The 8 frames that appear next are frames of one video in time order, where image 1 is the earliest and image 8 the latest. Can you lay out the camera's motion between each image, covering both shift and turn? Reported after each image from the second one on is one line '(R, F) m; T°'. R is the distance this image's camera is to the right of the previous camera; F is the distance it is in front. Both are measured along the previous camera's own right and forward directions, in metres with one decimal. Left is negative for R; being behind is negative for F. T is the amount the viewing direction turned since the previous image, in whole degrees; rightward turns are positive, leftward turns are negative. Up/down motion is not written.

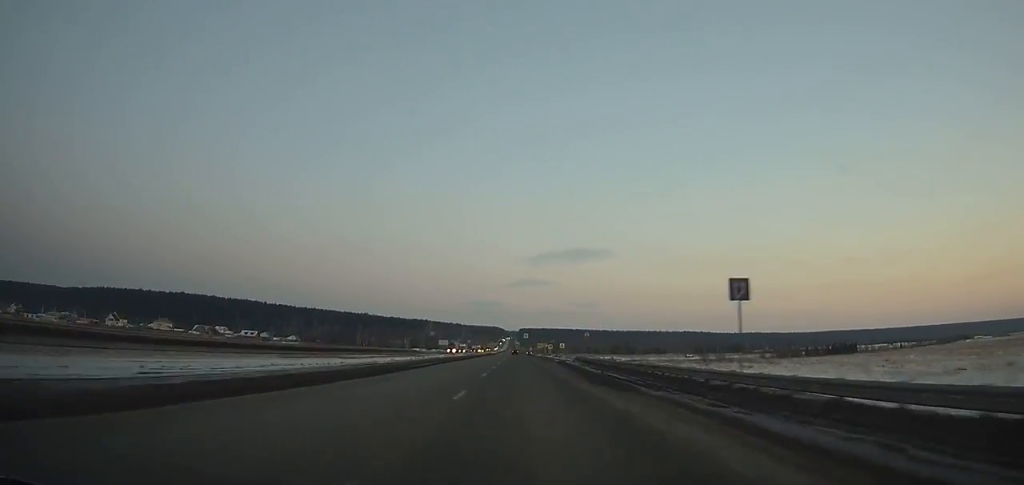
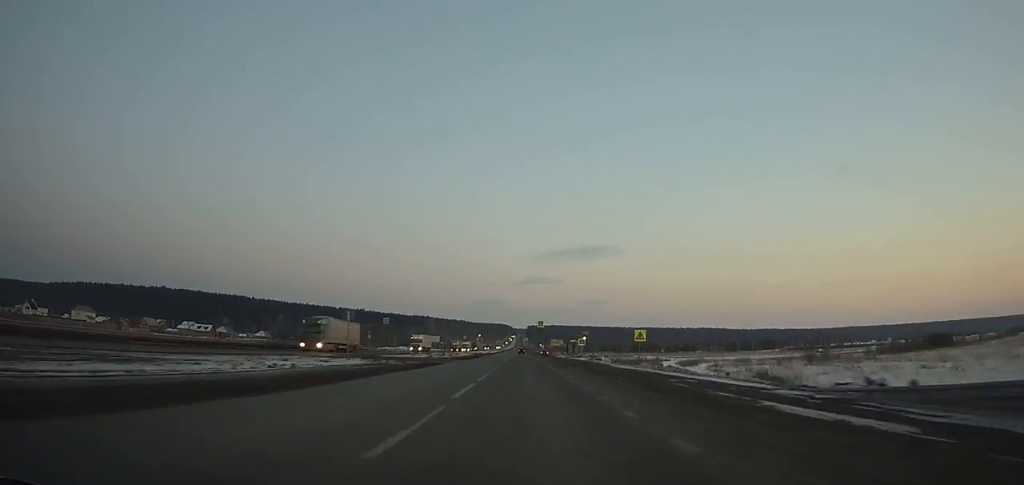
(-0.3, +68.9) m; 0°
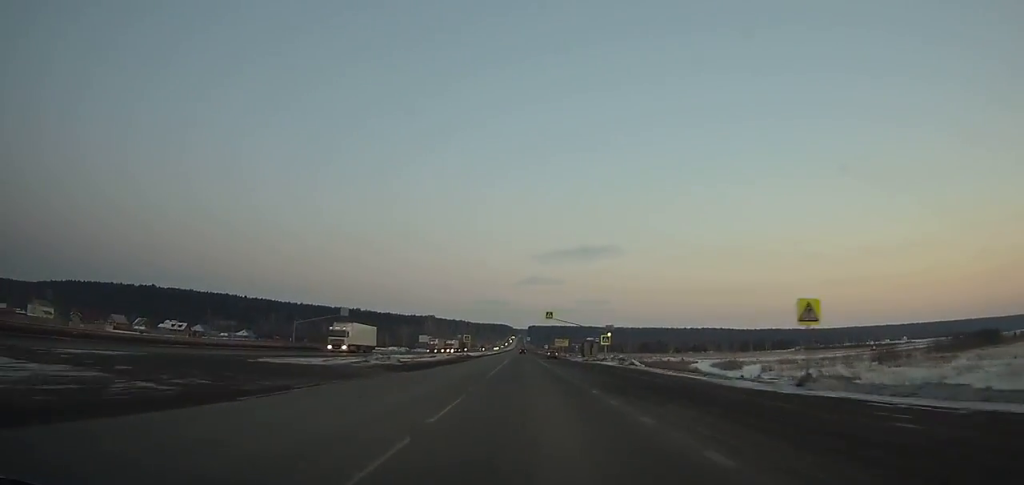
(-0.1, +28.1) m; 0°
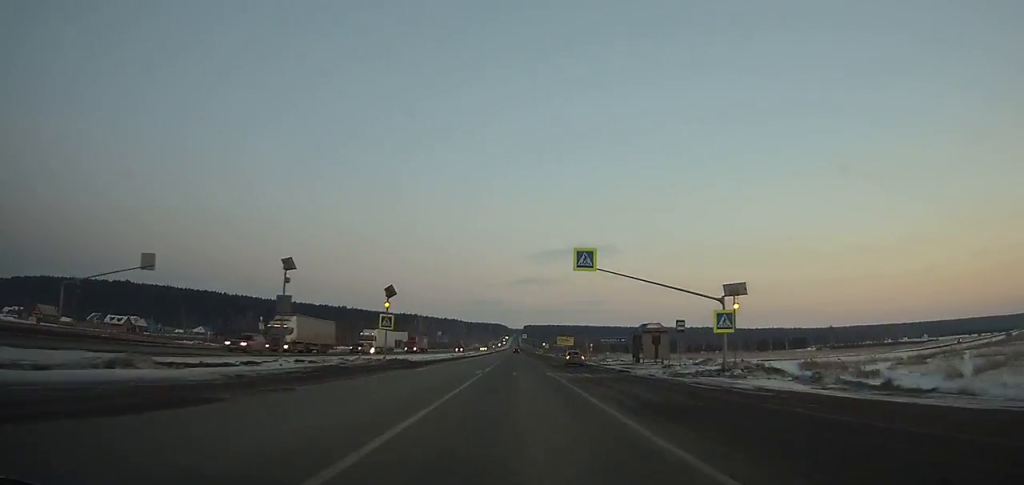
(+0.1, +48.3) m; 0°
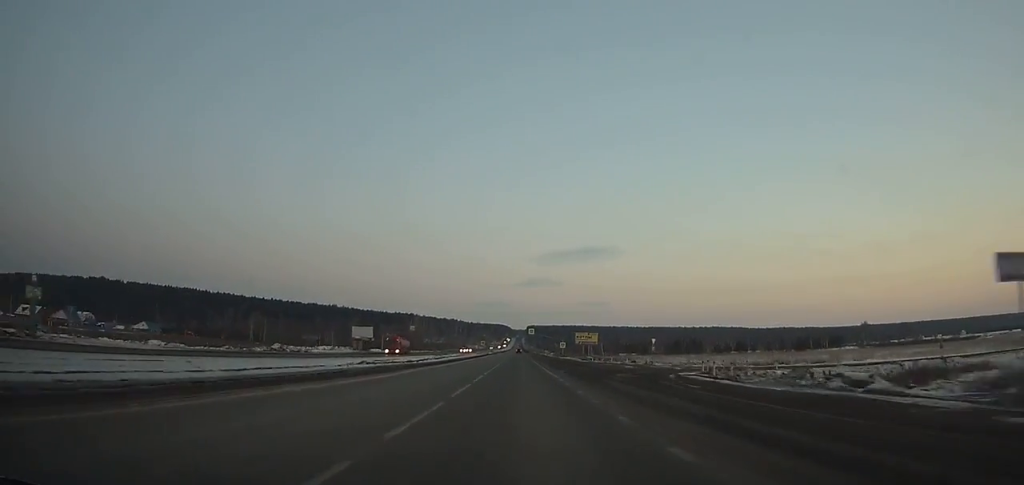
(-0.1, +60.3) m; 0°
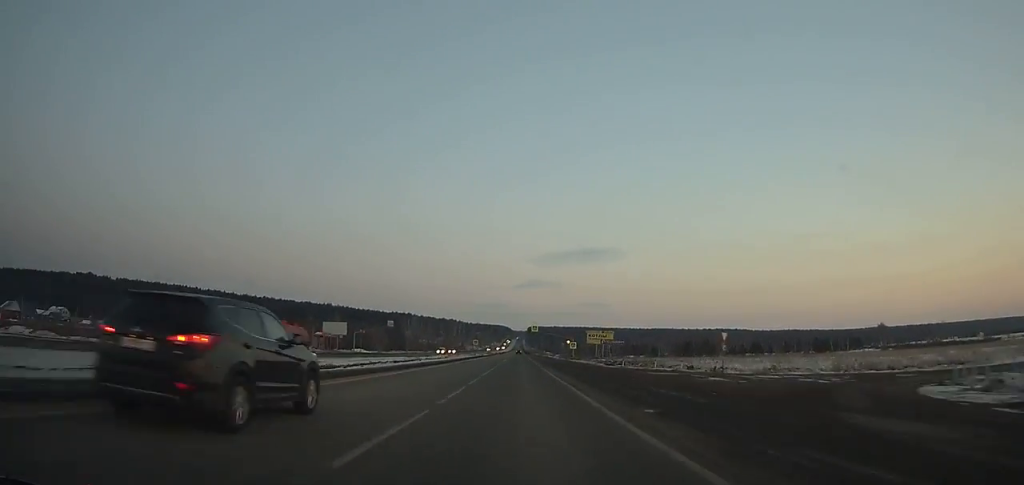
(0.0, +27.4) m; 0°
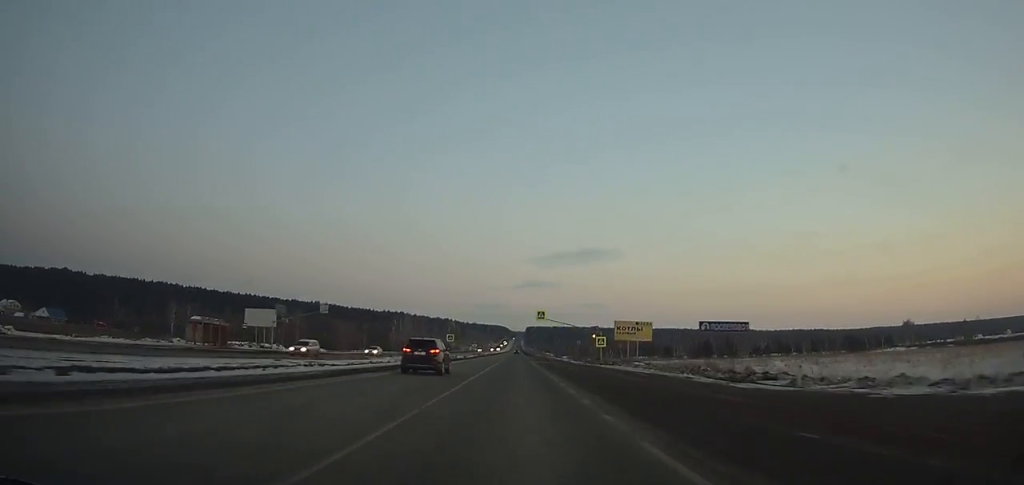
(0.0, +43.3) m; 0°
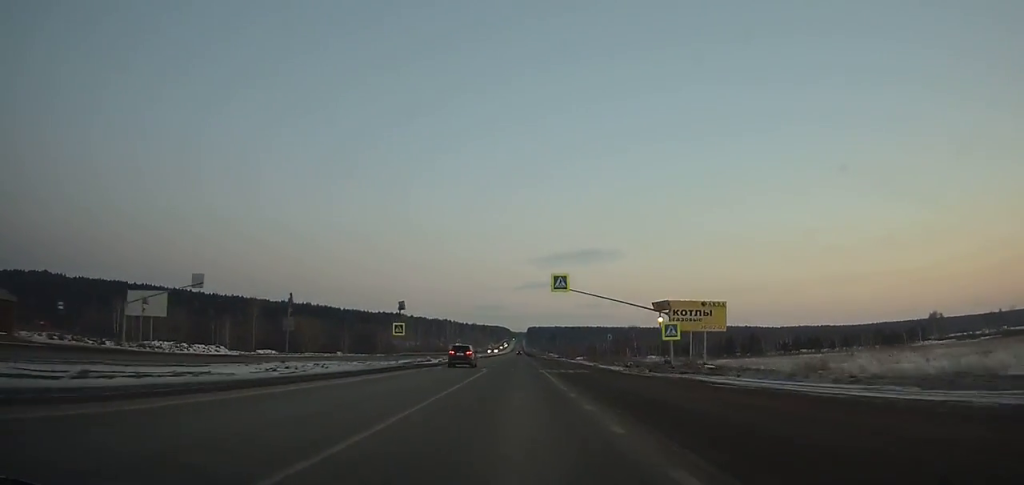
(0.0, +34.8) m; 0°
